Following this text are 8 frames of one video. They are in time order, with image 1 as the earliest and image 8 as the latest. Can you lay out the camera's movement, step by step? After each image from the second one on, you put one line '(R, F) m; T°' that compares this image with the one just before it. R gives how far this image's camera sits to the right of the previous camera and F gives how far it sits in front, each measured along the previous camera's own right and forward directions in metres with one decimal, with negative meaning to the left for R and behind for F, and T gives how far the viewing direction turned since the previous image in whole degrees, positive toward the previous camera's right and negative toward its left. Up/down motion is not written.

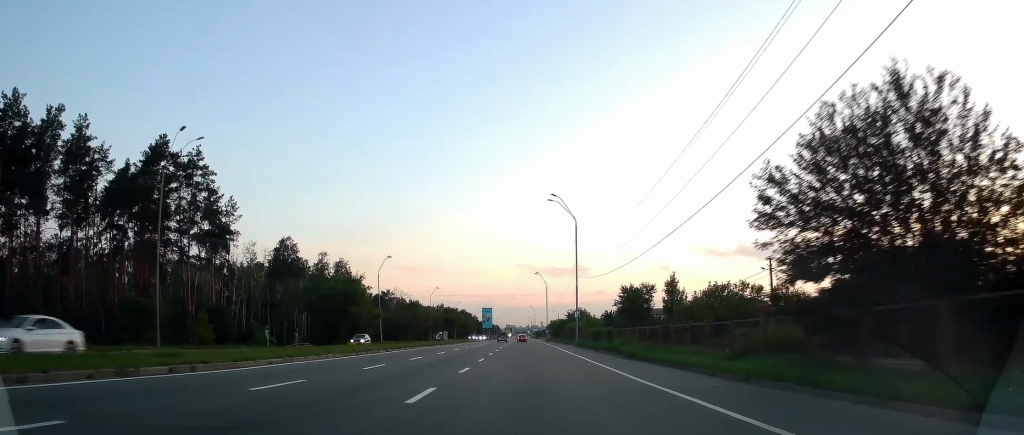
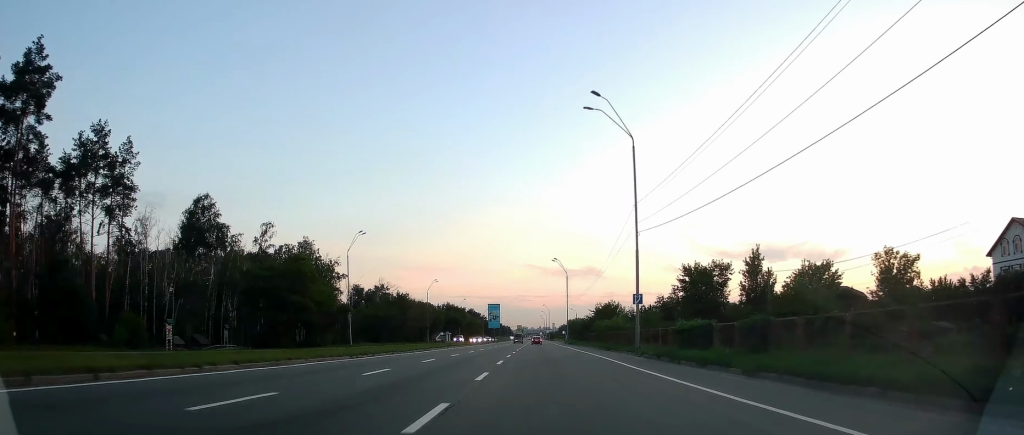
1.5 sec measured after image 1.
(-0.1, +34.4) m; 0°
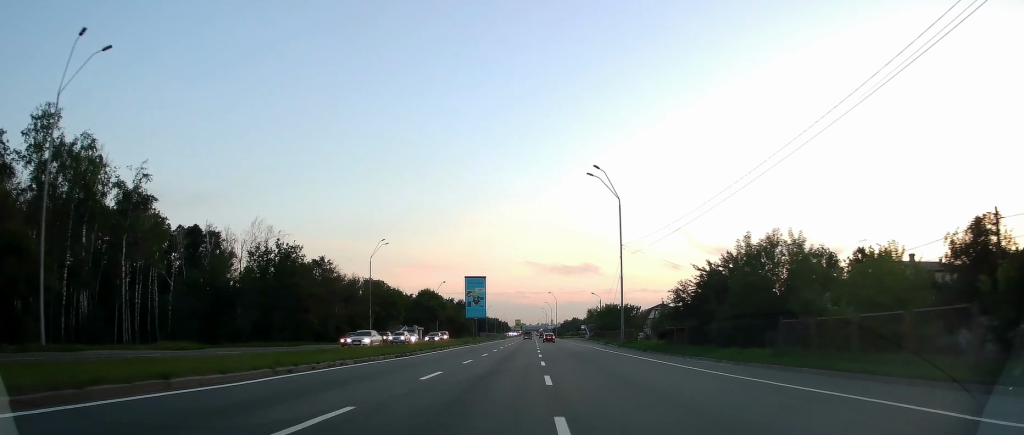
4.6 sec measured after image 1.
(-0.2, +69.0) m; 0°
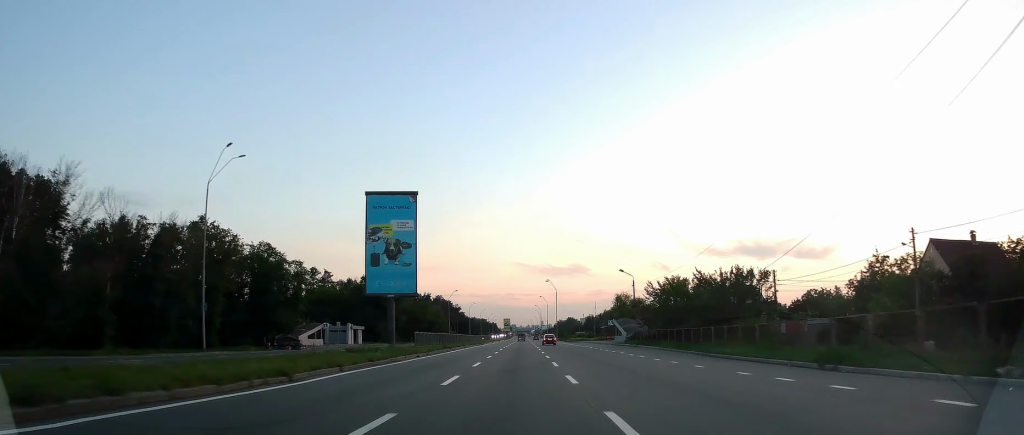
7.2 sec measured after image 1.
(-0.1, +56.9) m; +1°
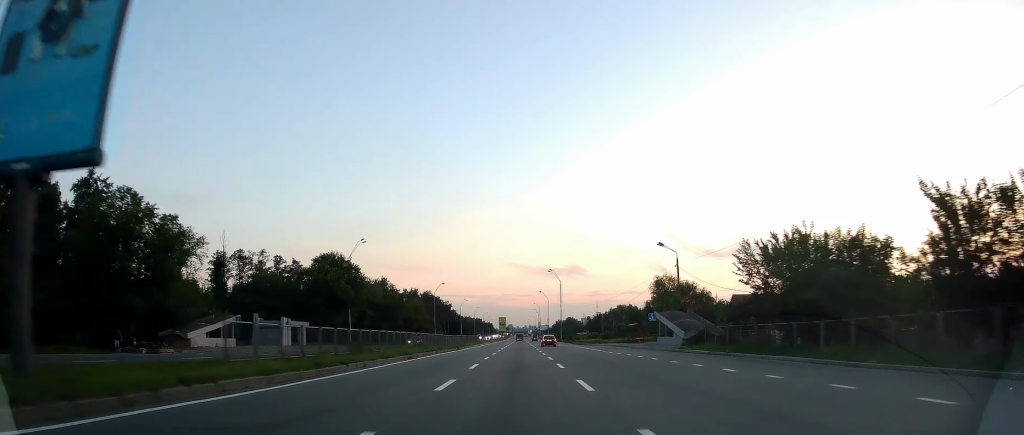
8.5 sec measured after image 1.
(+0.8, +29.9) m; +1°
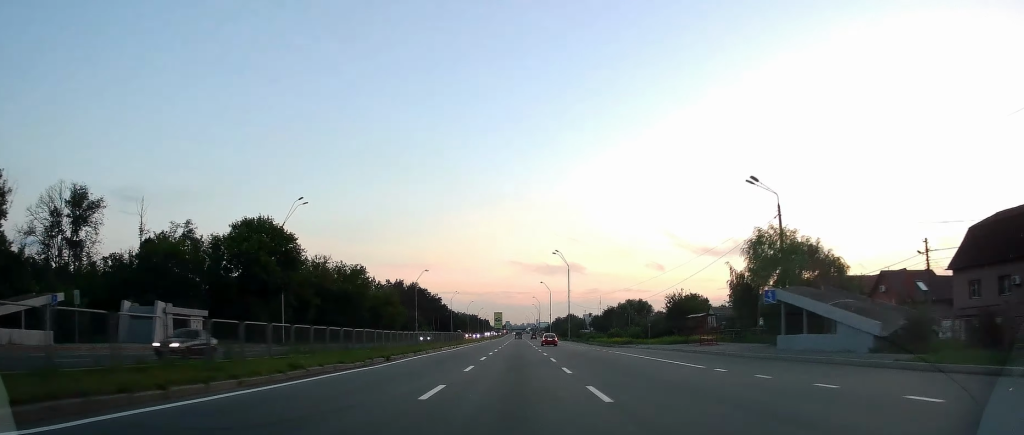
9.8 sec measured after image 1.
(-0.2, +29.2) m; 0°
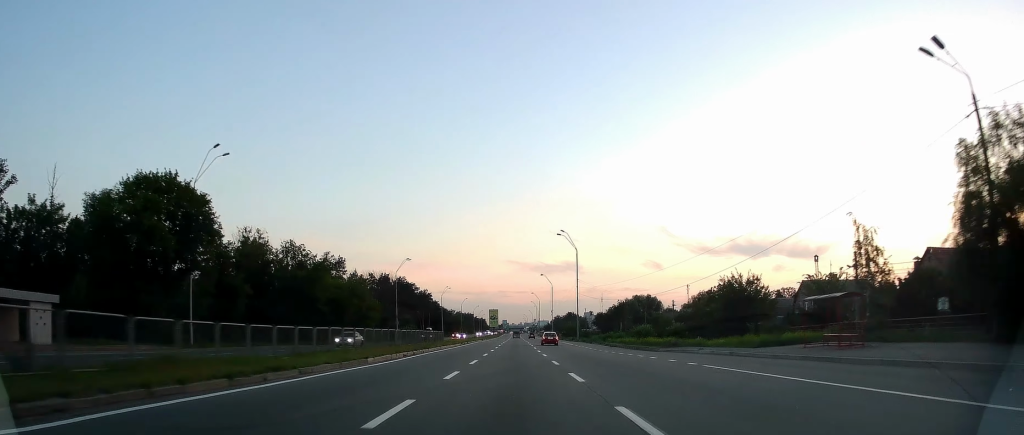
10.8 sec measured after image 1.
(-0.2, +22.2) m; 0°
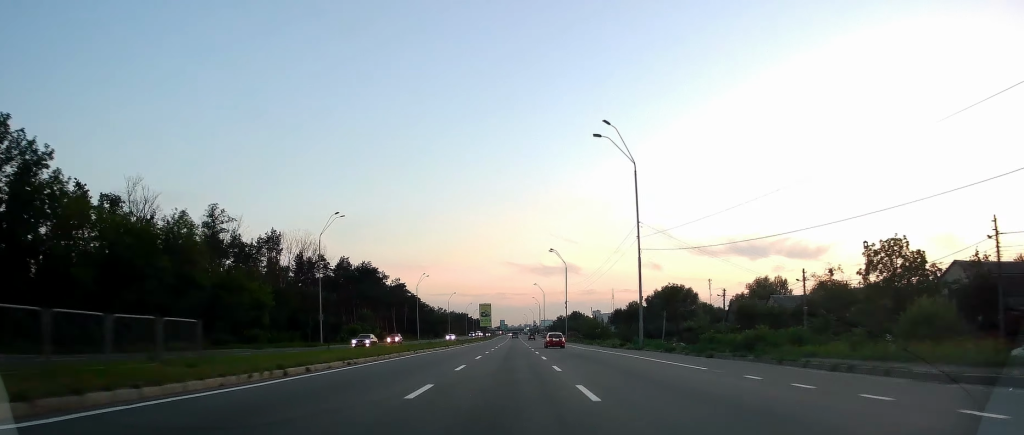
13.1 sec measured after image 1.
(+0.2, +50.6) m; +1°
